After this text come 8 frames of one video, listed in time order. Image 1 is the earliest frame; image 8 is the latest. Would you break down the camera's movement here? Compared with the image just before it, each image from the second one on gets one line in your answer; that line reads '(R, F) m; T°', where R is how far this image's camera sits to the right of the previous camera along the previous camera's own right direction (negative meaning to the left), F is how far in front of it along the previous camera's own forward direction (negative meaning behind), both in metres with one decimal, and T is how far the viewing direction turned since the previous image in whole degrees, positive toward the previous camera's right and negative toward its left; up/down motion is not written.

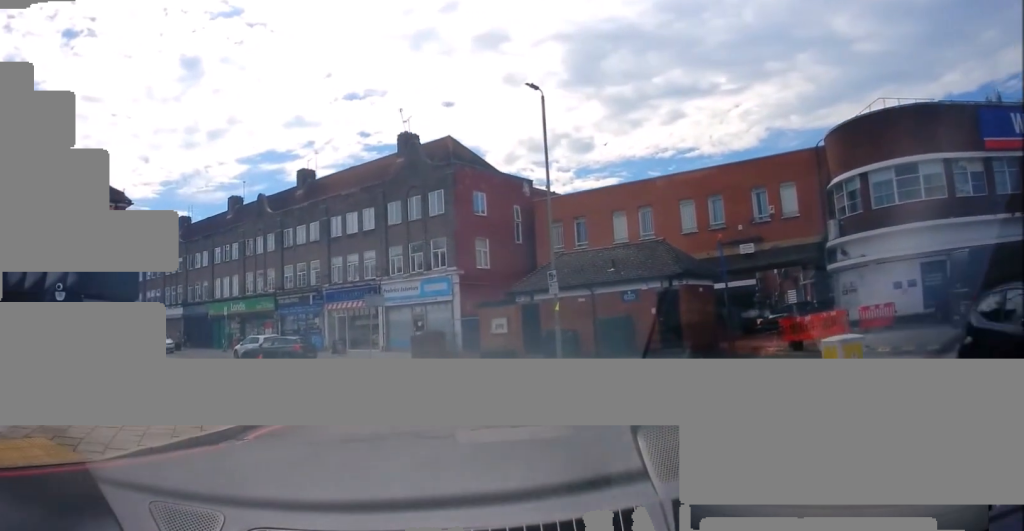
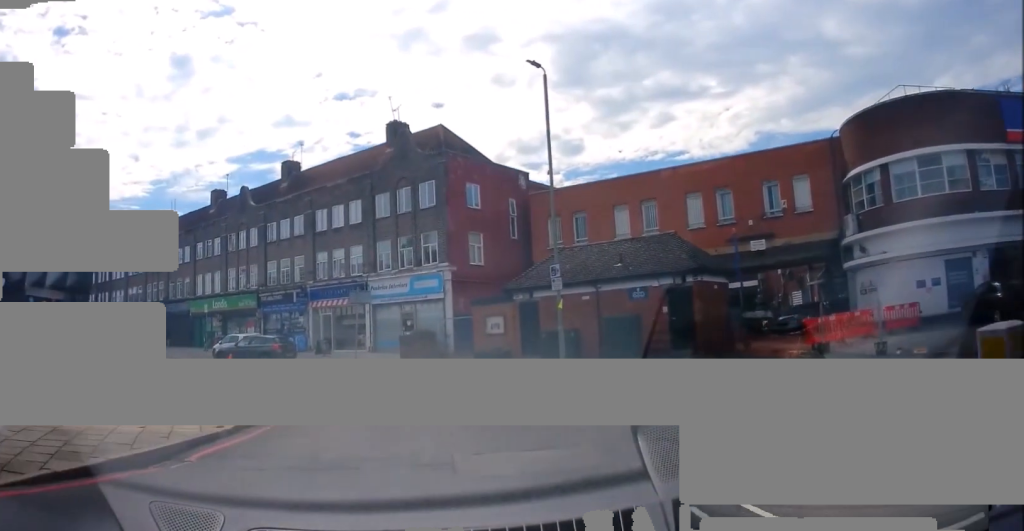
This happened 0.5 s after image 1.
(0.0, +1.3) m; 0°
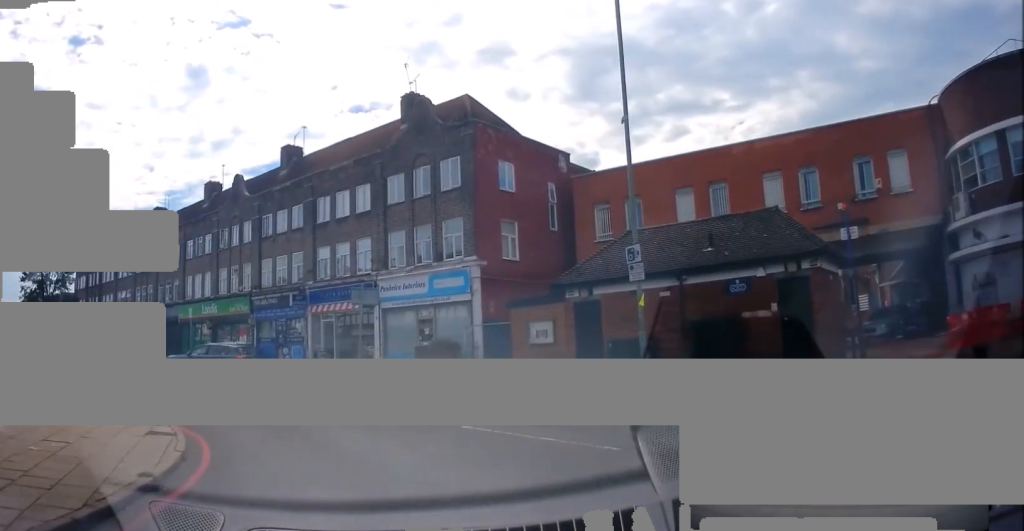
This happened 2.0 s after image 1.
(0.0, +6.4) m; -2°
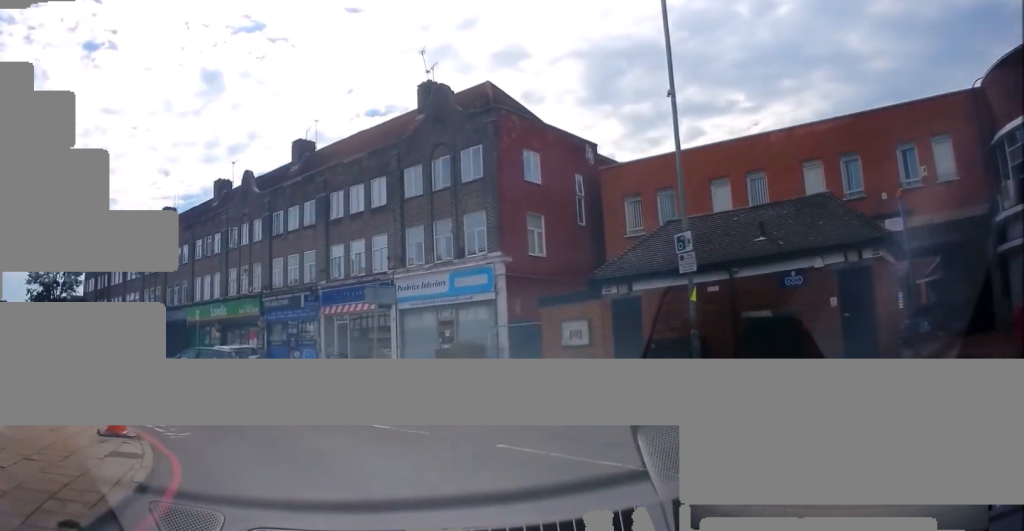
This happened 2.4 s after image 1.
(+0.1, +2.0) m; -2°
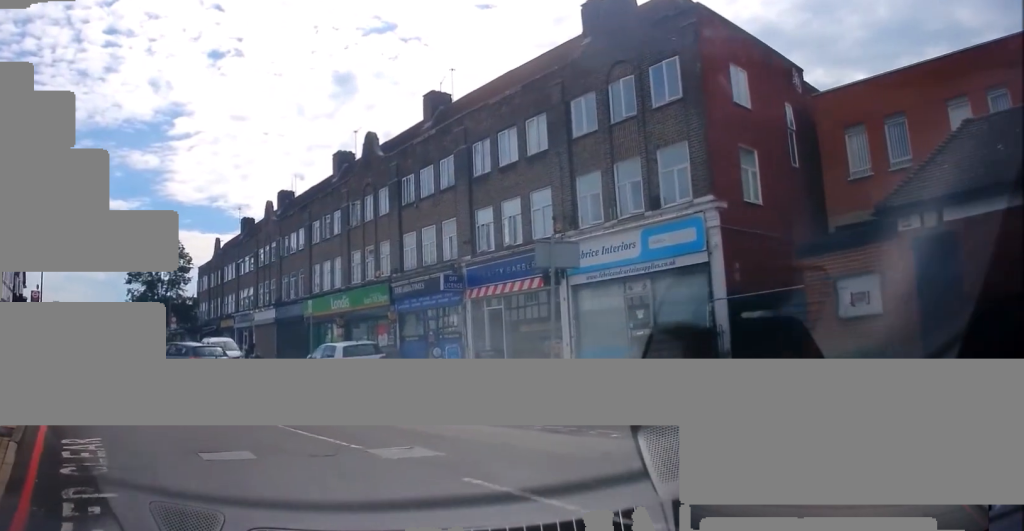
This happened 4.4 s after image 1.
(-0.6, +7.5) m; -13°
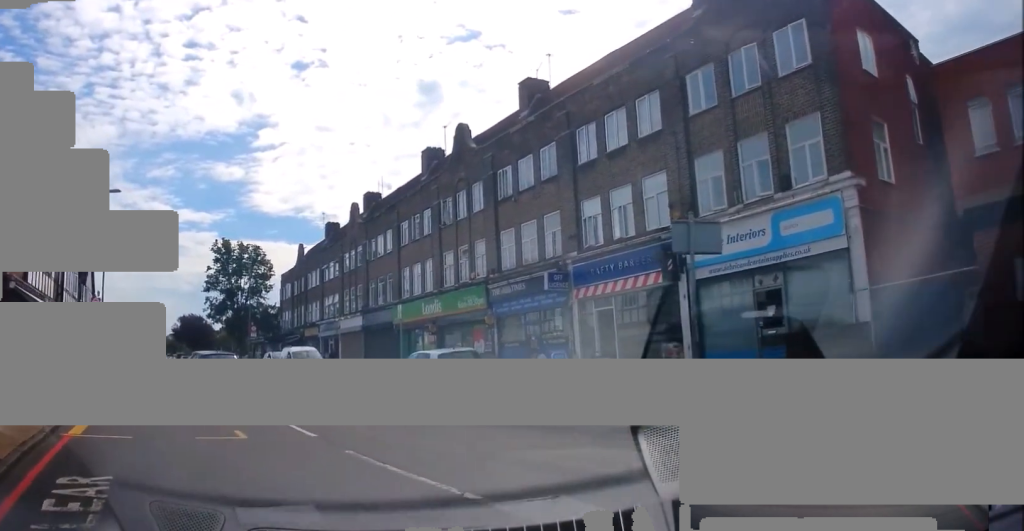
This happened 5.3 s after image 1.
(-0.4, +2.6) m; -14°
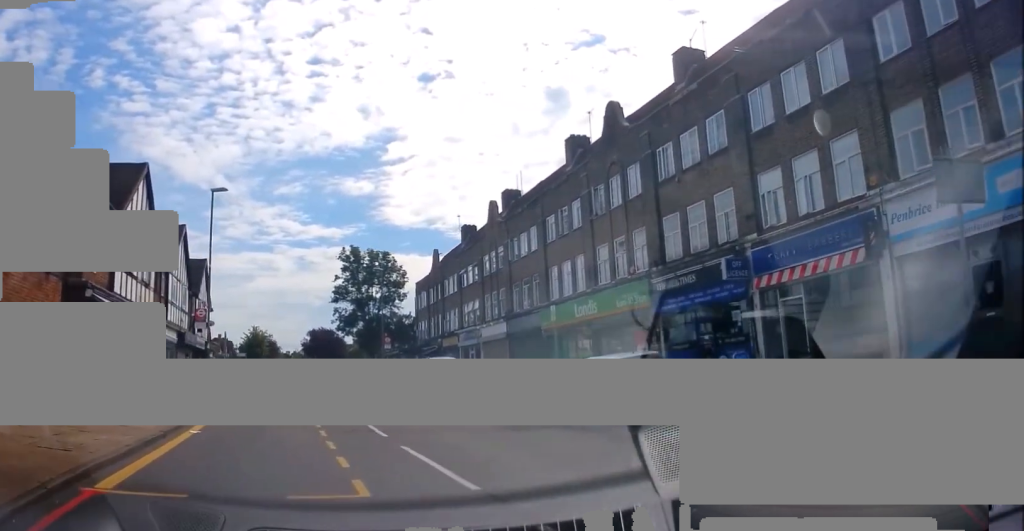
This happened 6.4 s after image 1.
(-0.6, +3.8) m; -12°
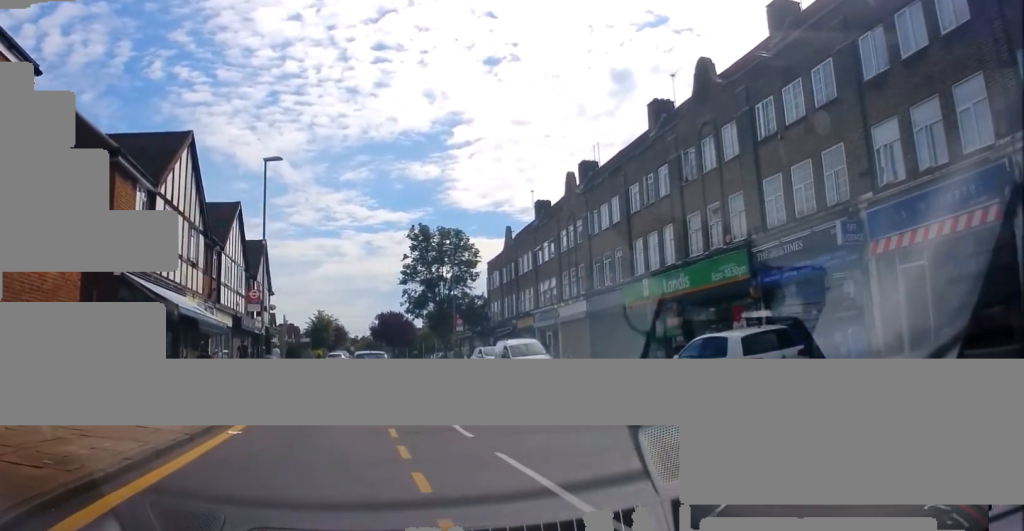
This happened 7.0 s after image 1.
(-0.1, +2.8) m; 0°
